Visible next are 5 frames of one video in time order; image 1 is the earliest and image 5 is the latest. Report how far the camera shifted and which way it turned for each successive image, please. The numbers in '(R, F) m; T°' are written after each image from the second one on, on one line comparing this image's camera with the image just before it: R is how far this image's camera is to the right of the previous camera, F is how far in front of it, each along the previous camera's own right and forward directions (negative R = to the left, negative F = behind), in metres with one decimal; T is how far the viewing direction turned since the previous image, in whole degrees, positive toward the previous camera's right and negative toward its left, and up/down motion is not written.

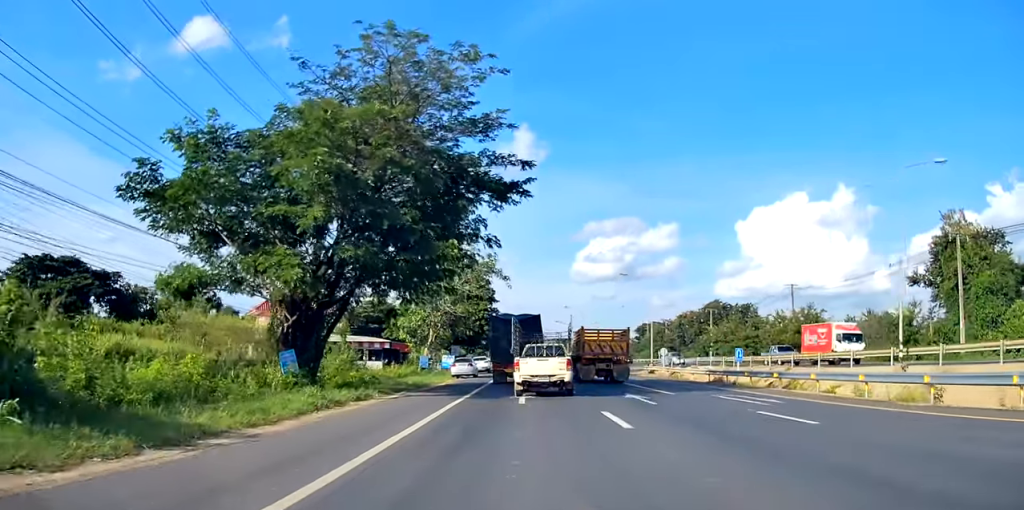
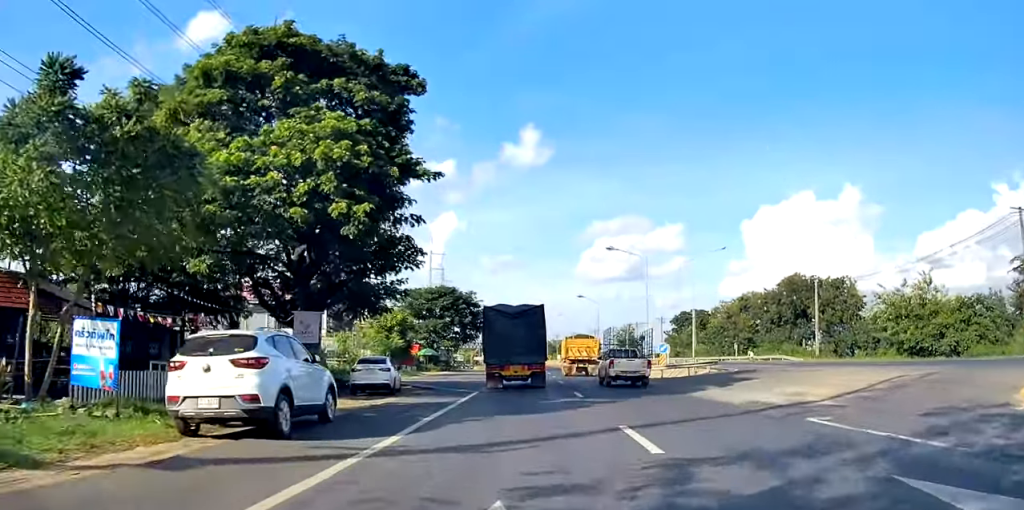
(+2.0, +51.7) m; +1°
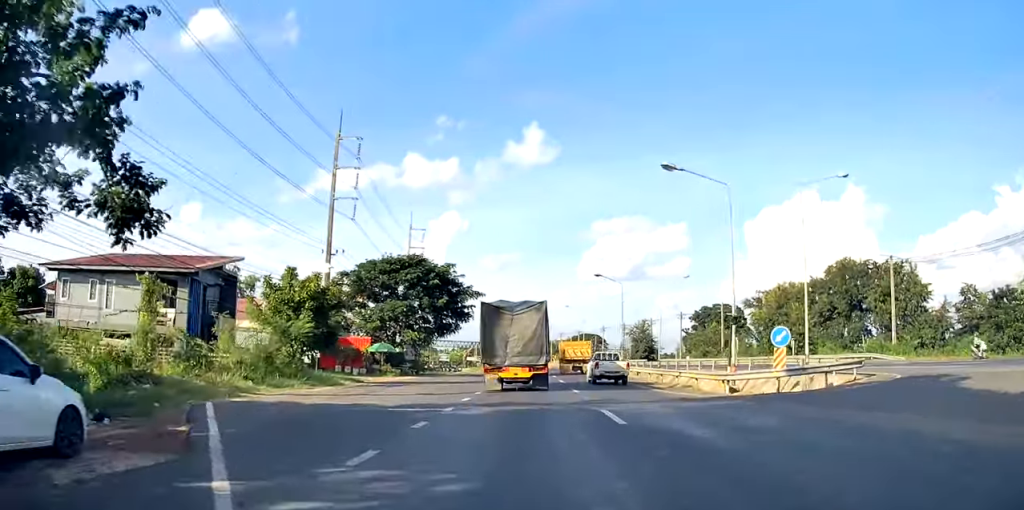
(-0.9, +21.5) m; 0°
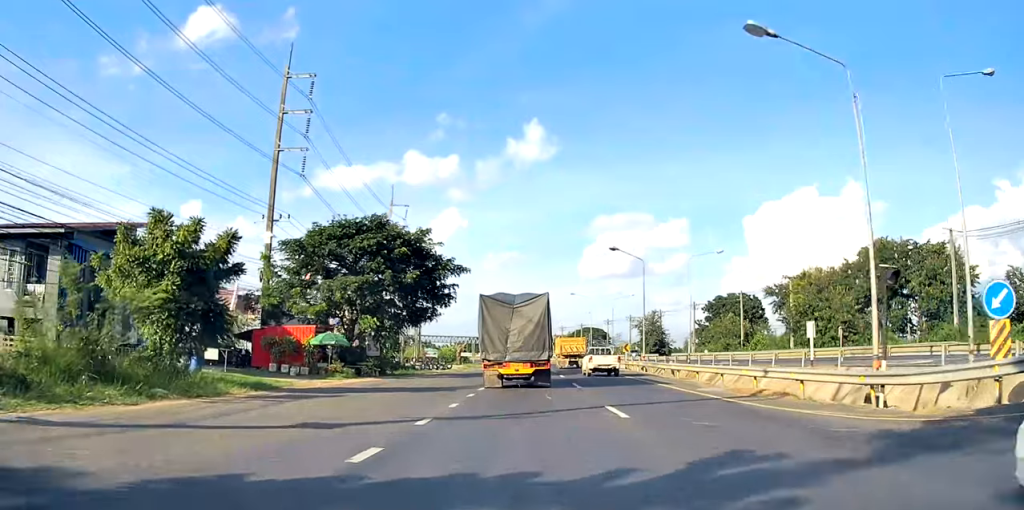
(+0.4, +11.5) m; +2°
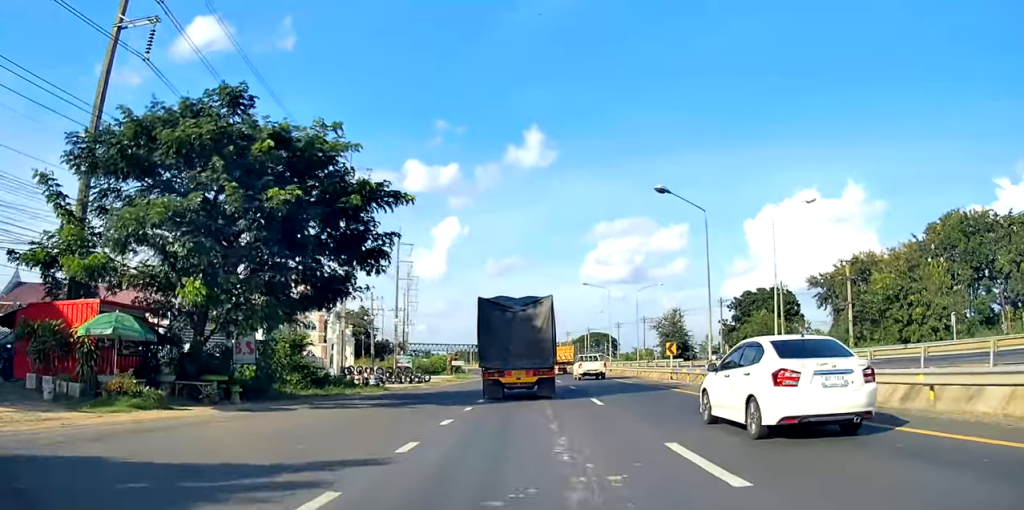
(+0.1, +19.0) m; -1°
